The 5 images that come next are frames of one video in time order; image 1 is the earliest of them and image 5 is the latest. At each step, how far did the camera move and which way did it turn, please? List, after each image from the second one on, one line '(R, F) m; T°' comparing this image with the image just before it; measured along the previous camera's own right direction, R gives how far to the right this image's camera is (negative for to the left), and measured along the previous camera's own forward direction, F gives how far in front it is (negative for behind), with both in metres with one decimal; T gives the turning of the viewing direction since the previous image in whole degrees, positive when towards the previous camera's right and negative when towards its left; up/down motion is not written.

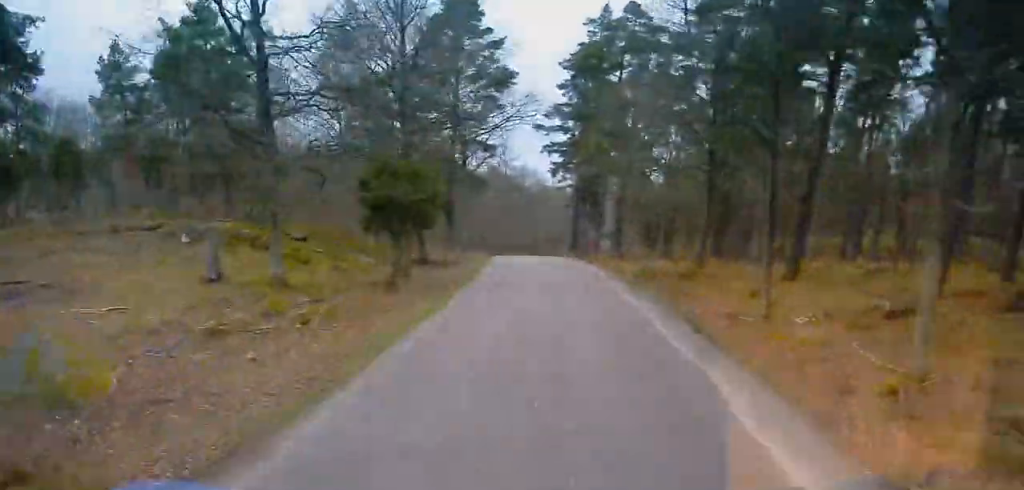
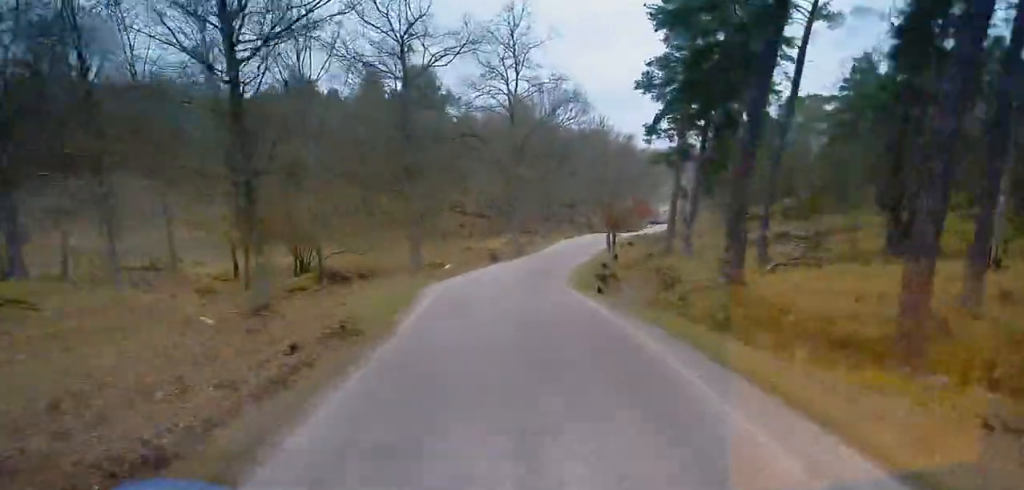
(+22.6, +81.5) m; +21°
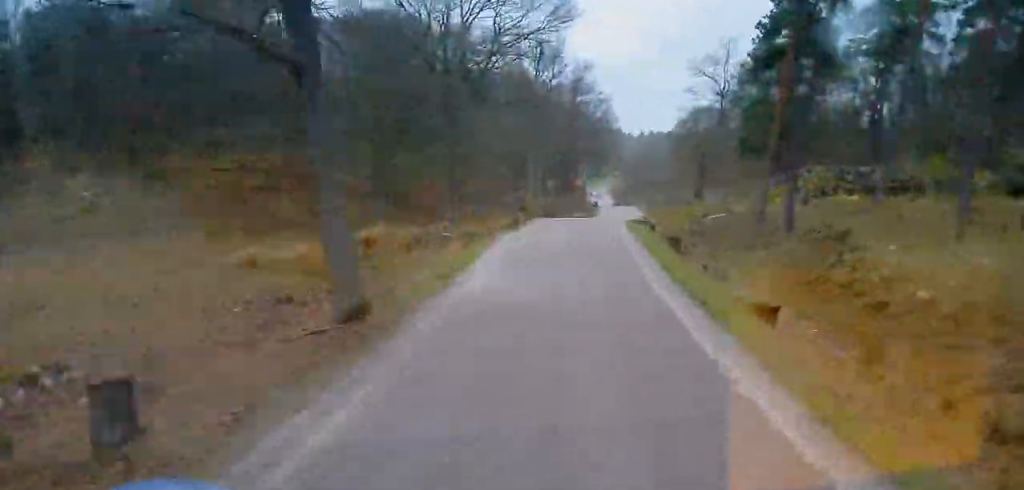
(+3.5, +58.5) m; +4°
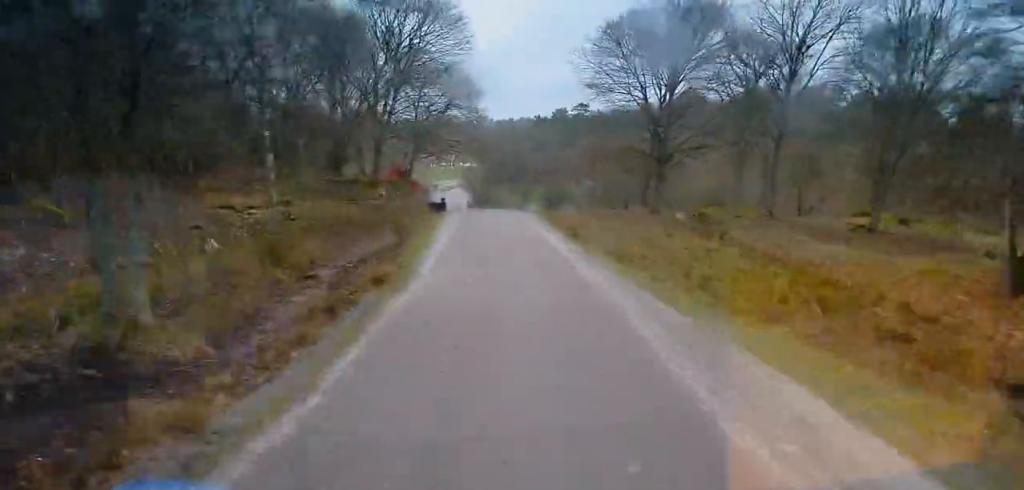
(+2.5, +76.2) m; +3°
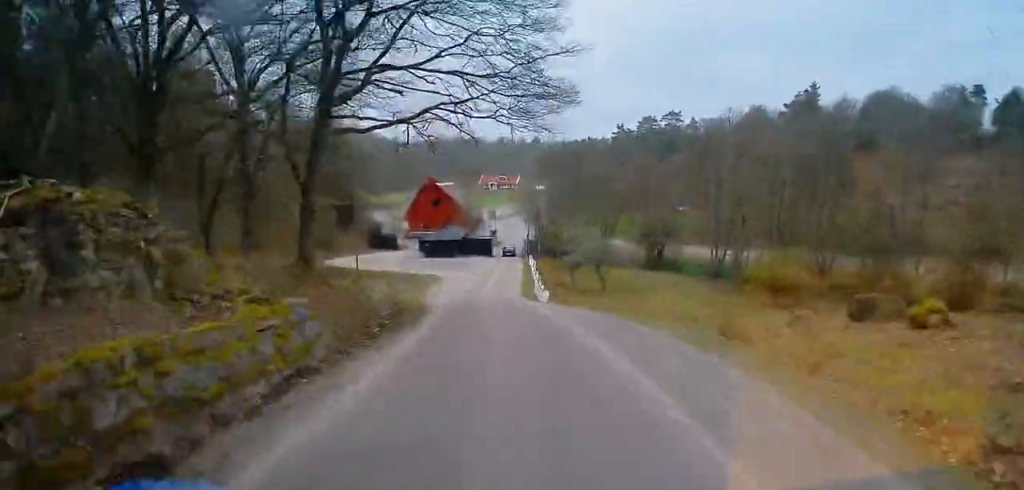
(-0.5, +52.9) m; -1°
